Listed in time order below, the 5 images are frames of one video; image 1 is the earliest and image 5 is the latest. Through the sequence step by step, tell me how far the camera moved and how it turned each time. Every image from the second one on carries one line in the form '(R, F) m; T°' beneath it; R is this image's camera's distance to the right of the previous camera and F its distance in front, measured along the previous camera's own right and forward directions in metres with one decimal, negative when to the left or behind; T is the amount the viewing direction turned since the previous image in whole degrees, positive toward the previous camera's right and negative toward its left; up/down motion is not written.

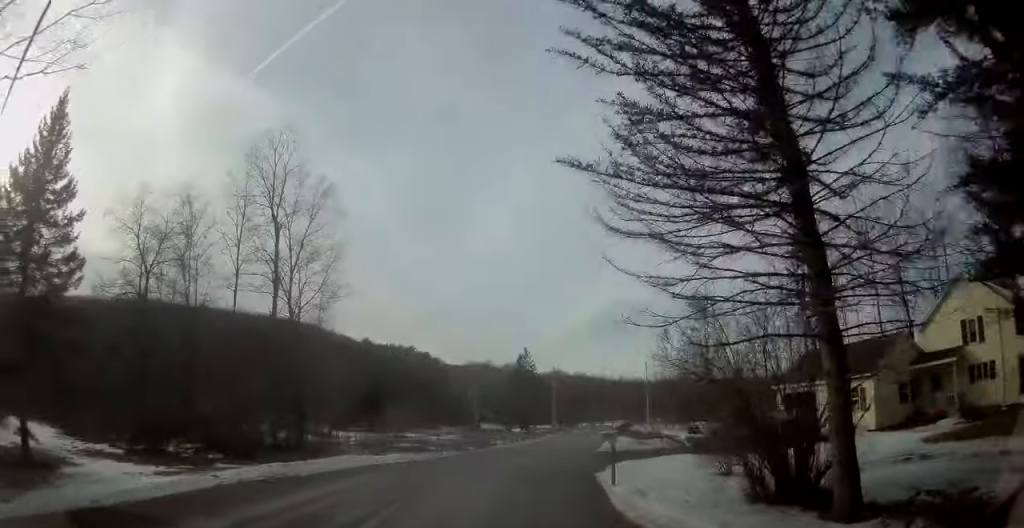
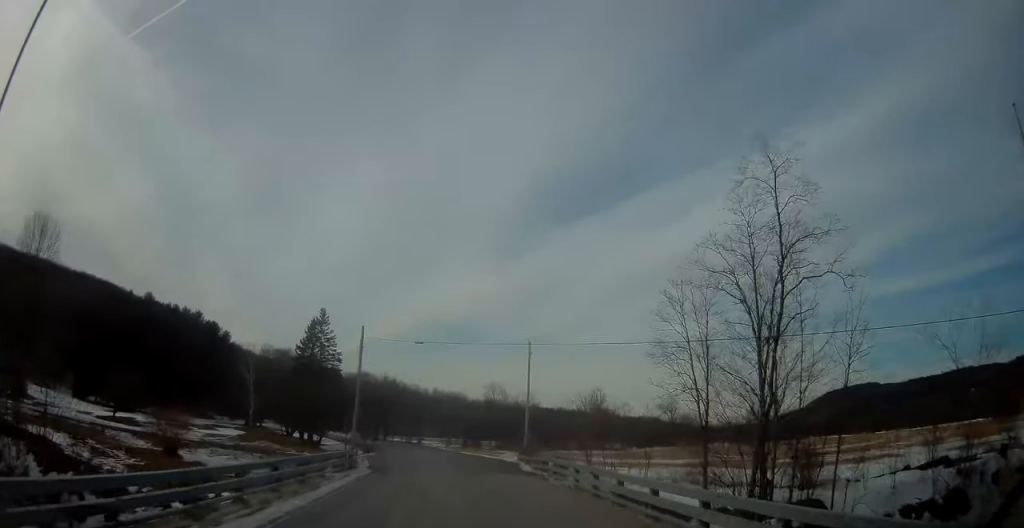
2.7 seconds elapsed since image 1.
(+7.5, +40.4) m; +16°
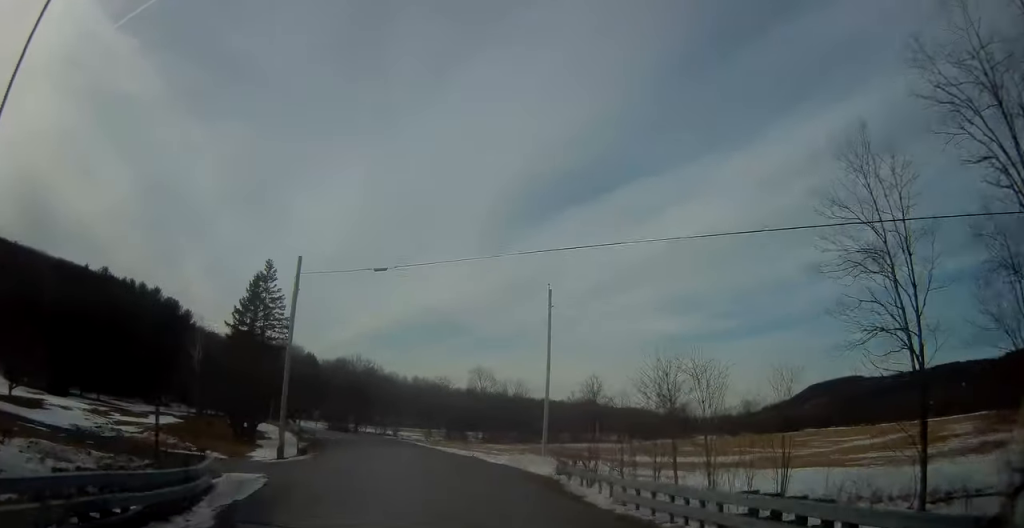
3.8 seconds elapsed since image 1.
(+0.2, +16.9) m; +1°
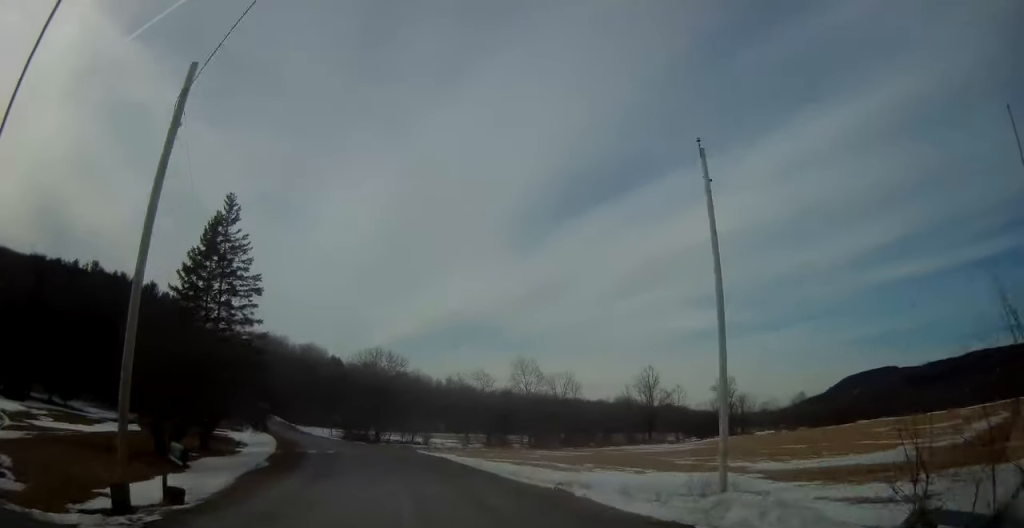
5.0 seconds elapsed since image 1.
(-0.2, +18.5) m; -4°
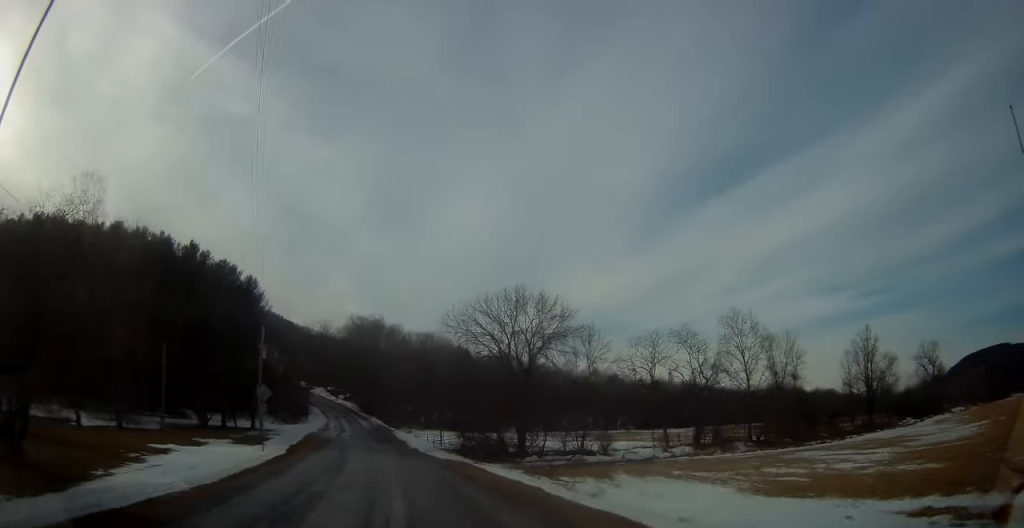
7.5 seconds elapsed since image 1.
(-4.4, +38.6) m; -12°
